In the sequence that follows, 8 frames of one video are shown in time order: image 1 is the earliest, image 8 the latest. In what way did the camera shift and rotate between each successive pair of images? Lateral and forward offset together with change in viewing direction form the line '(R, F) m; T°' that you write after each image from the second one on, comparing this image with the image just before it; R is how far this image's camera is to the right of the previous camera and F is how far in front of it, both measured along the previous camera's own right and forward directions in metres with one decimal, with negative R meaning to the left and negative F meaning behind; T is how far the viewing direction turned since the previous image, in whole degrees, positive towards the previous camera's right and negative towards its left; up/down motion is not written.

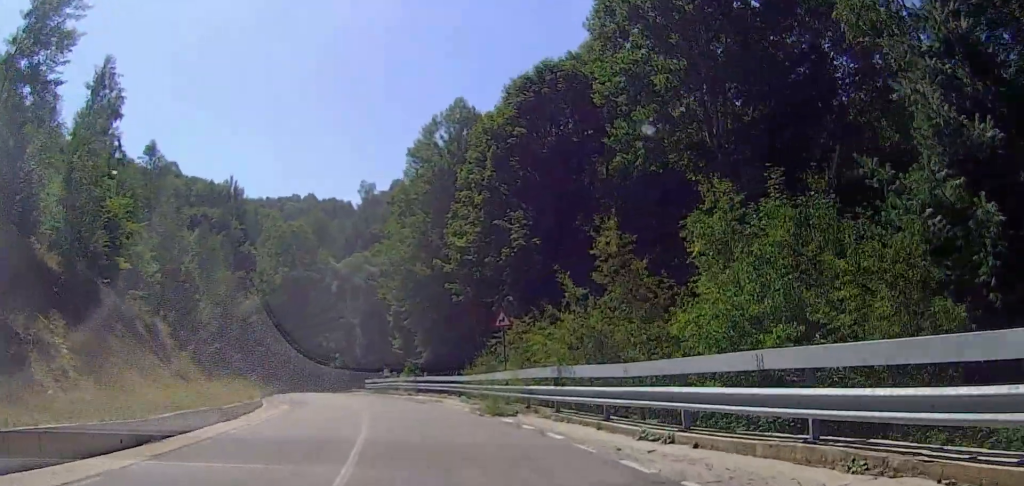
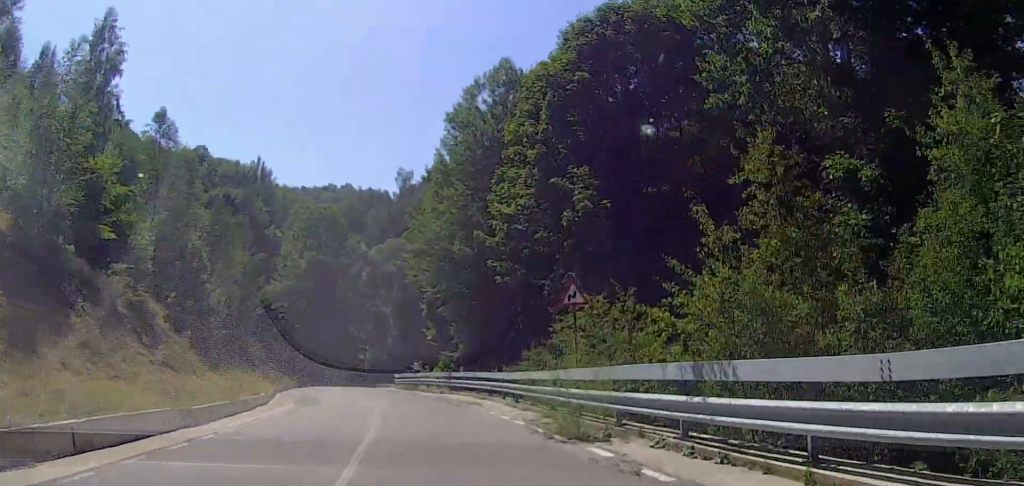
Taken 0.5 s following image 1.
(+0.1, +6.5) m; -2°
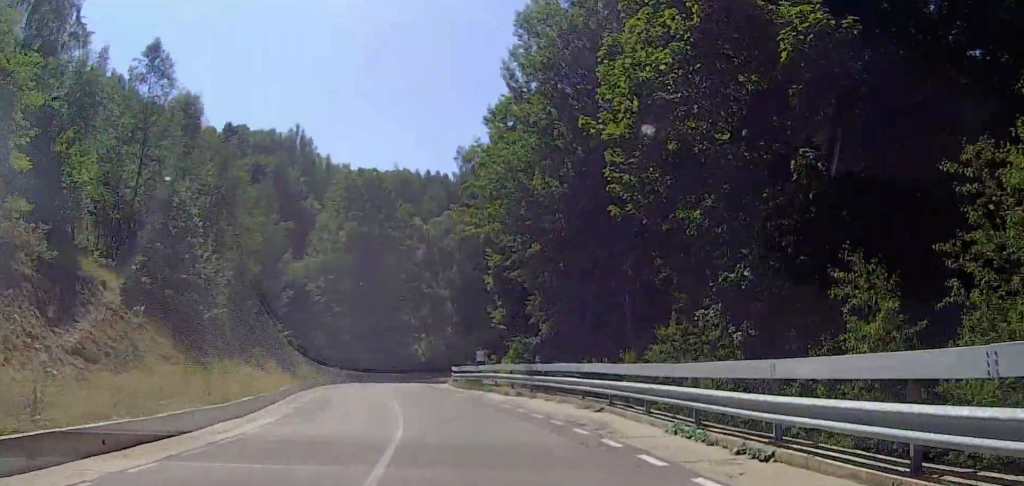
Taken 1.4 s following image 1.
(-0.5, +13.2) m; -6°
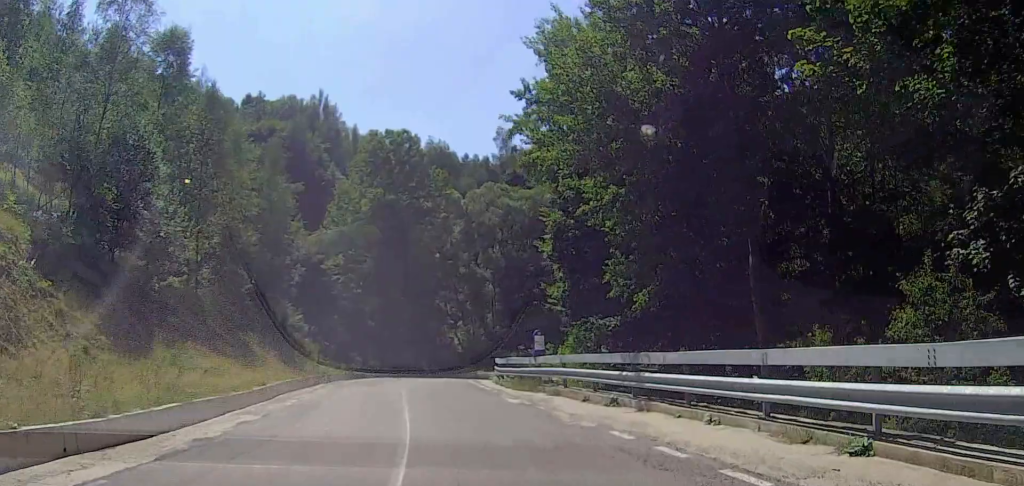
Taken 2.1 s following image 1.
(-0.4, +9.7) m; -4°
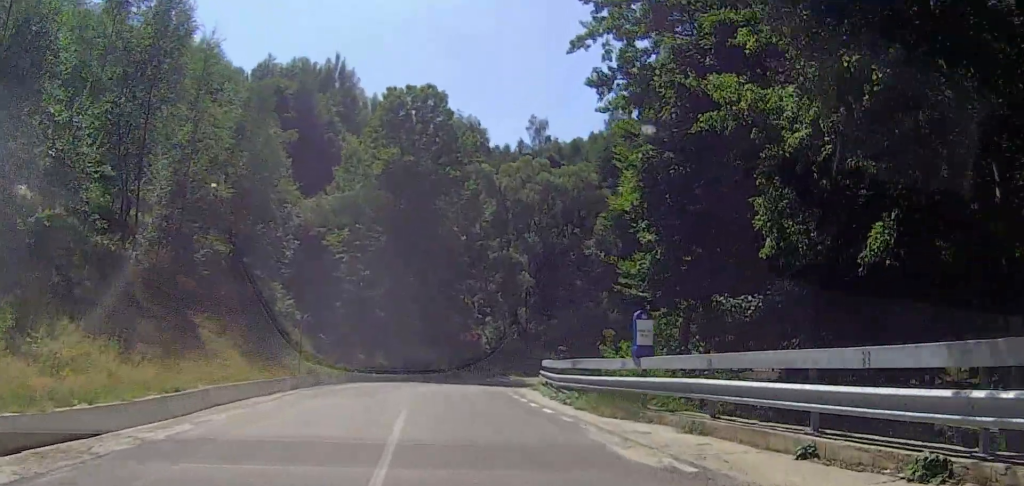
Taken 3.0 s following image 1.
(-0.6, +10.5) m; -2°
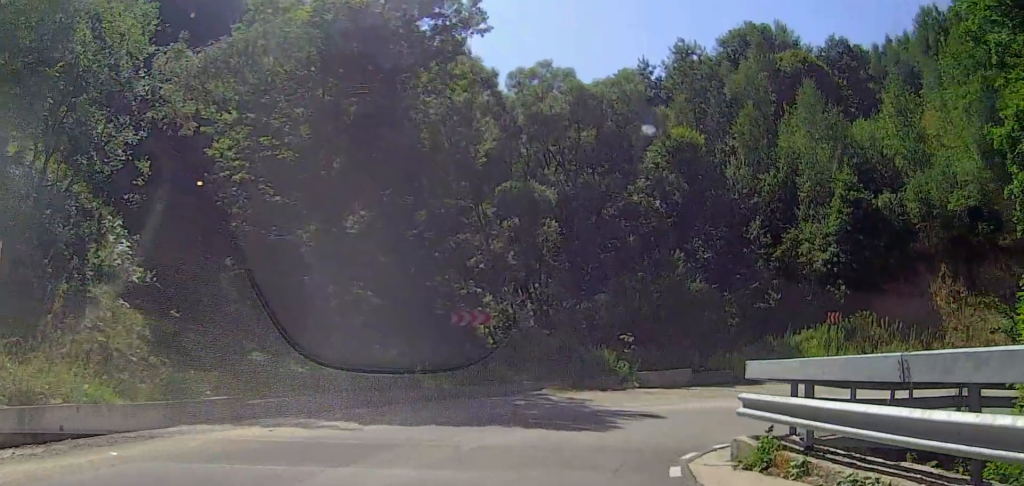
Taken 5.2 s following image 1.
(+0.3, +22.5) m; +4°
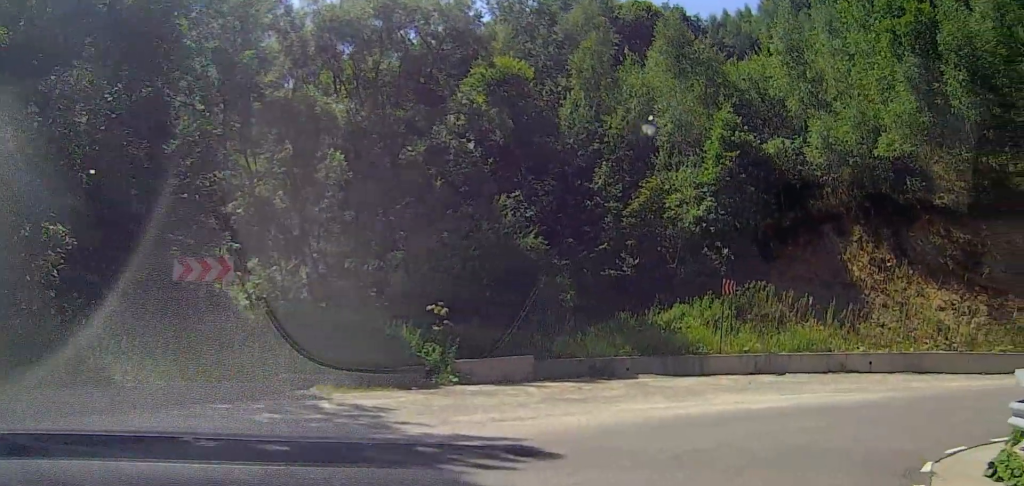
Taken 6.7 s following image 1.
(+1.5, +9.7) m; +22°
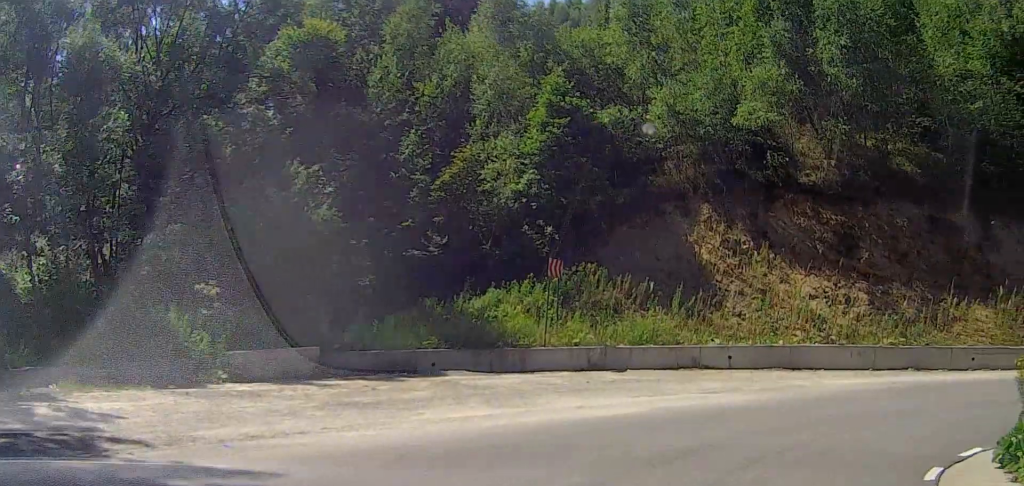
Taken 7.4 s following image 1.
(+0.3, +3.7) m; +16°
